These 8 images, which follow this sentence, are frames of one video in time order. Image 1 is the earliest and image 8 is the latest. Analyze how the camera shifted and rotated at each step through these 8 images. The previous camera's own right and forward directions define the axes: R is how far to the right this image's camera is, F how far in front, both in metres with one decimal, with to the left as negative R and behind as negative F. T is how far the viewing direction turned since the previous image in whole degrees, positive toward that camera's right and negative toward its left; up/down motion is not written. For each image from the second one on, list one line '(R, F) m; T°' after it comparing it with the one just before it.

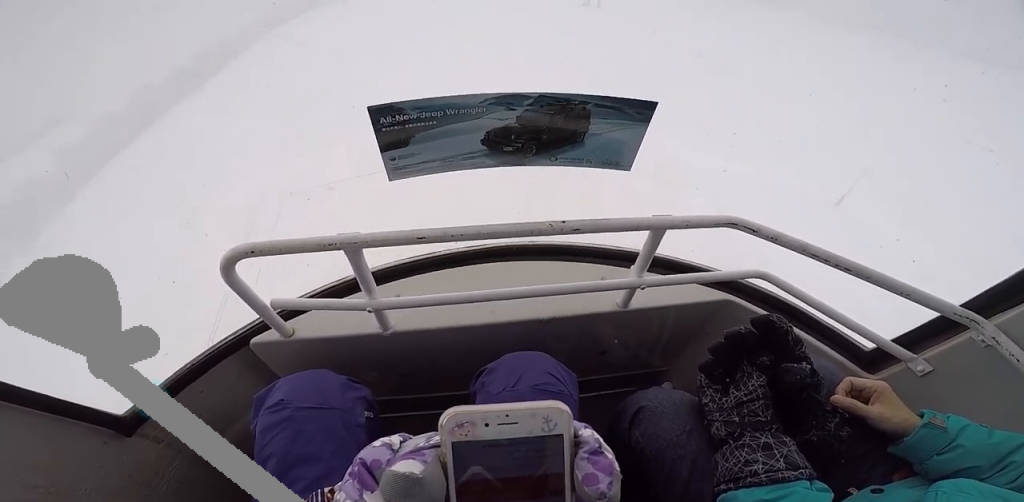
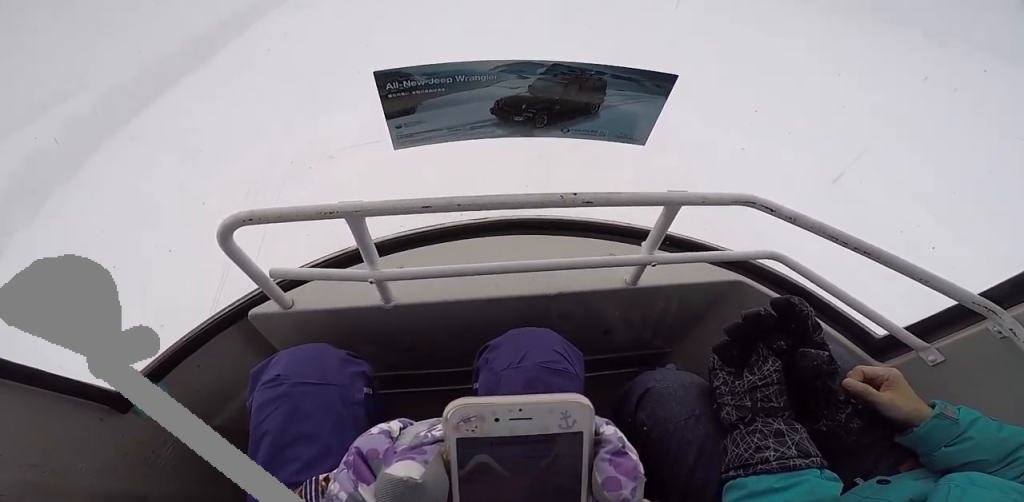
(-0.1, +2.2) m; +3°
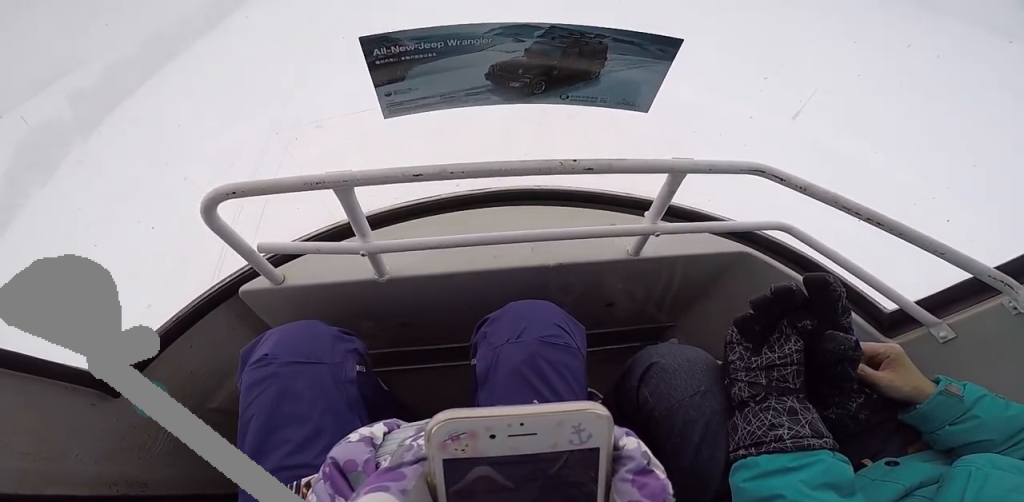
(+0.4, +9.0) m; +2°
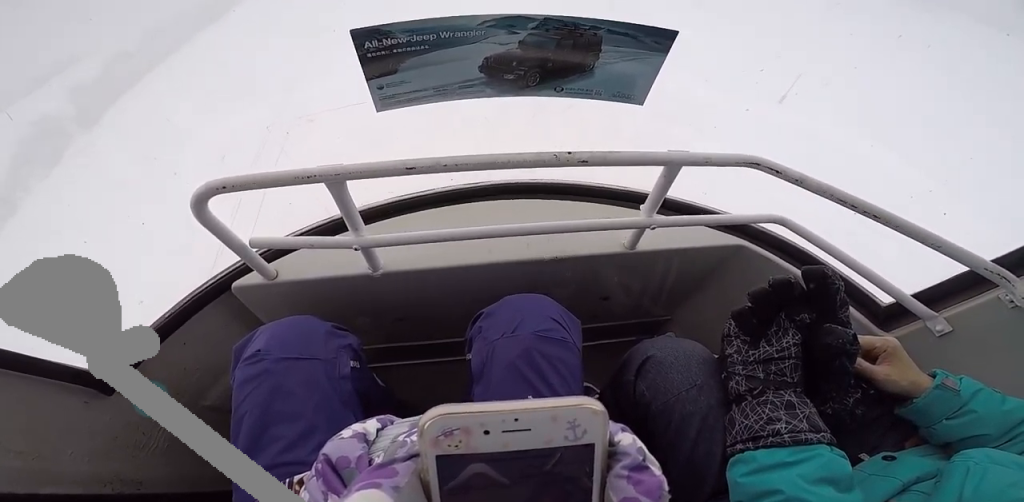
(-0.2, +2.8) m; 0°
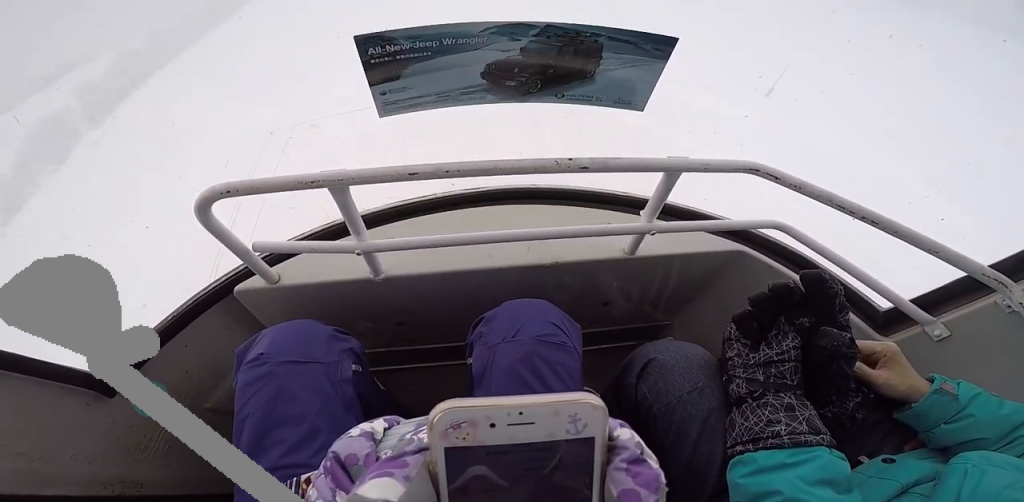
(+0.4, +3.0) m; 0°
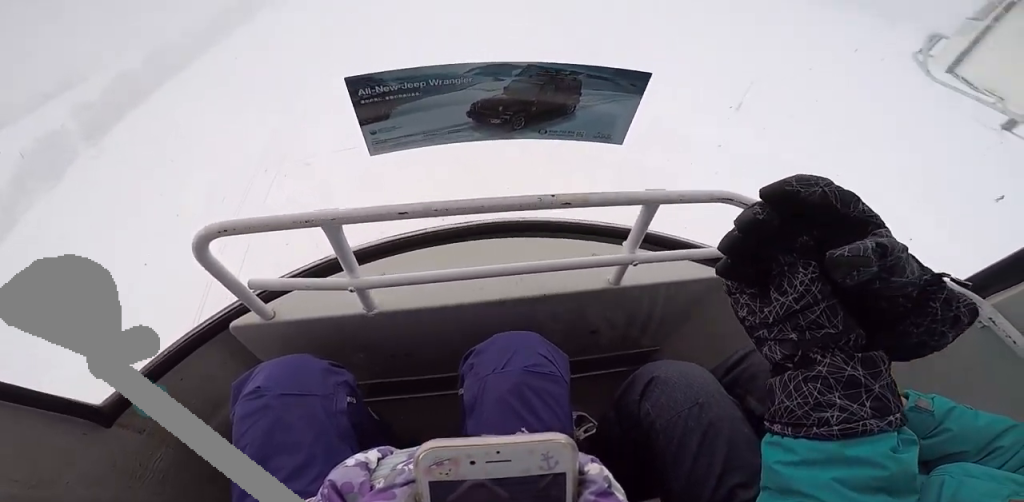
(0.0, +2.8) m; -2°
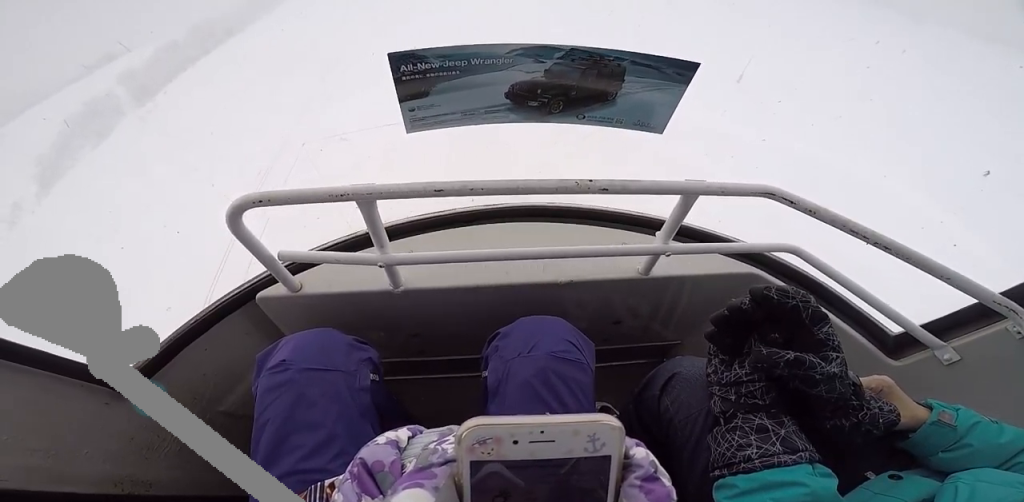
(-0.8, +9.1) m; +2°
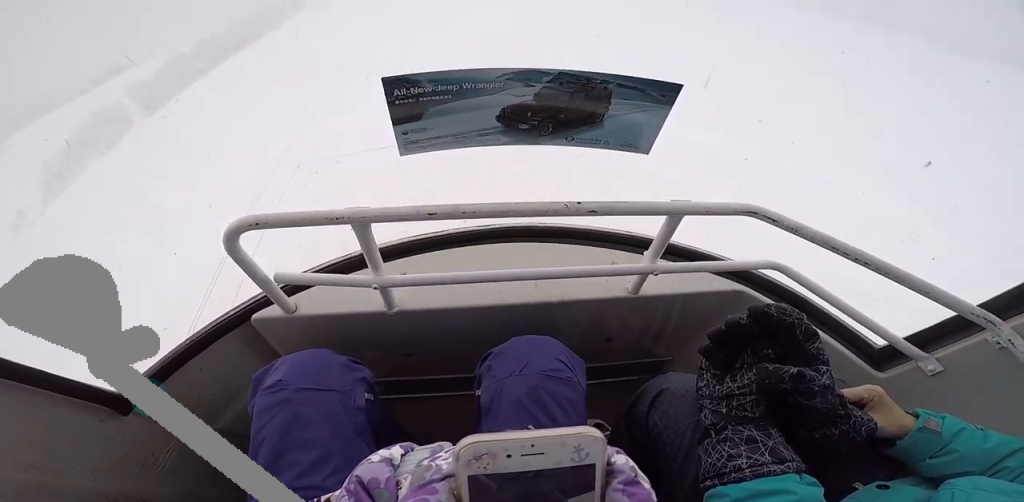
(+0.4, +6.7) m; 0°
